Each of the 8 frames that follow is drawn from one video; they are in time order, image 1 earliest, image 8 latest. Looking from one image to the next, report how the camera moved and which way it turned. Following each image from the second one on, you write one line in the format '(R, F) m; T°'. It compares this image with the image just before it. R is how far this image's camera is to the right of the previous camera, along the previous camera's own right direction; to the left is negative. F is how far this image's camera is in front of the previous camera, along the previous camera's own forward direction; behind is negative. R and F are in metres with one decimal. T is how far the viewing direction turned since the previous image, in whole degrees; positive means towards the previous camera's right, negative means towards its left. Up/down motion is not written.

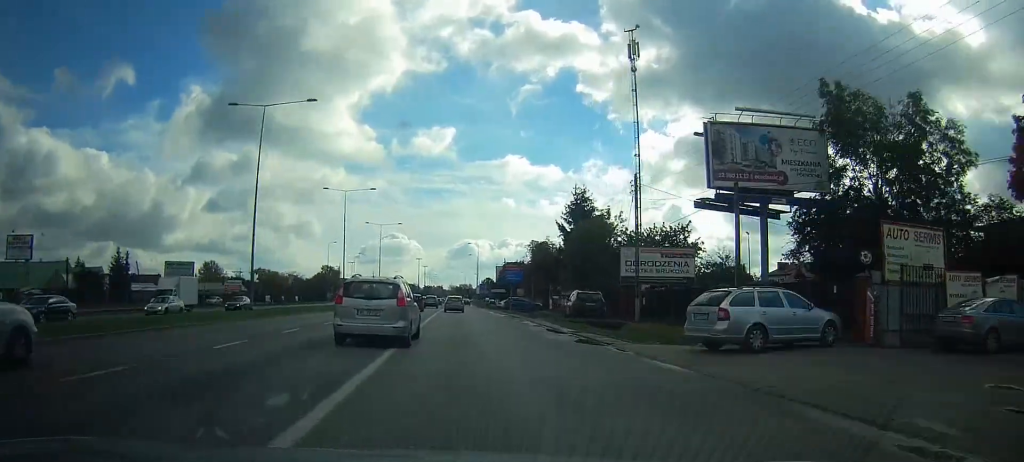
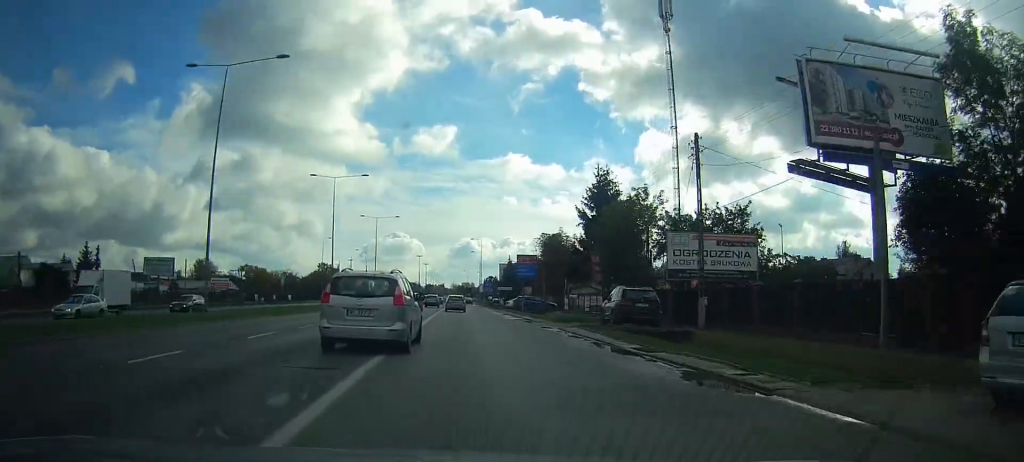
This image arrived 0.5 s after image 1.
(0.0, +9.7) m; 0°
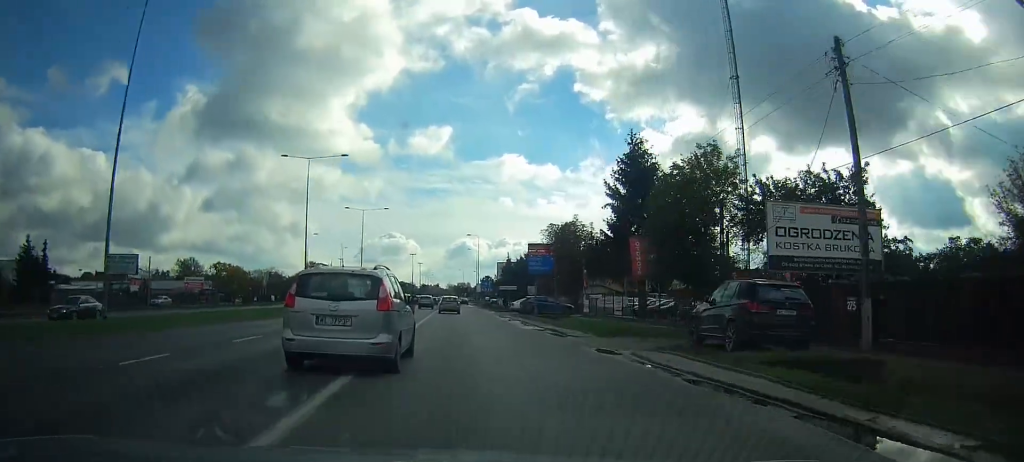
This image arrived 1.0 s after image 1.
(0.0, +12.2) m; 0°
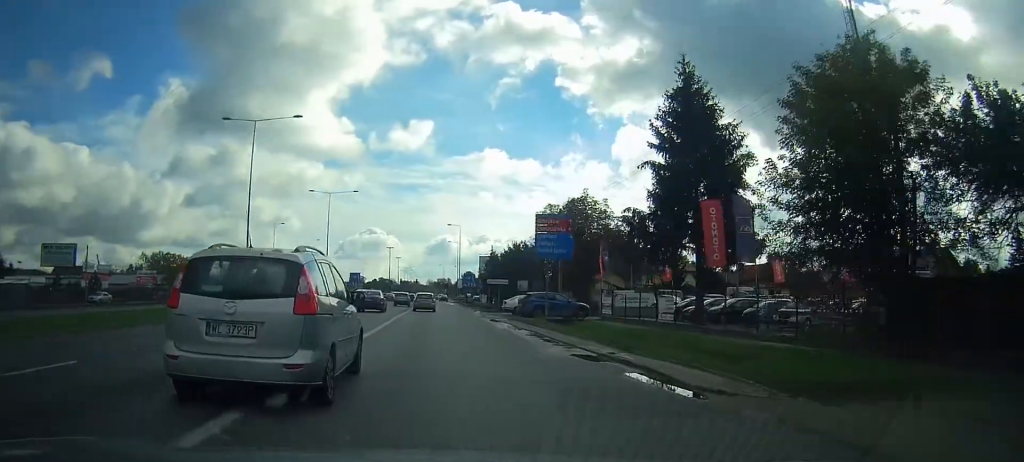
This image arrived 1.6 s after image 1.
(+0.2, +13.7) m; 0°
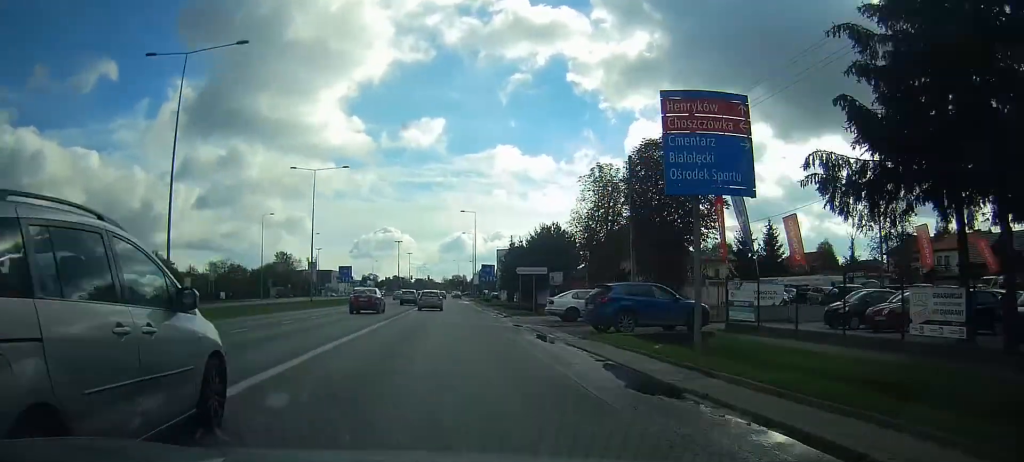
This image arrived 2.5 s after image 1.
(-0.1, +17.2) m; -1°
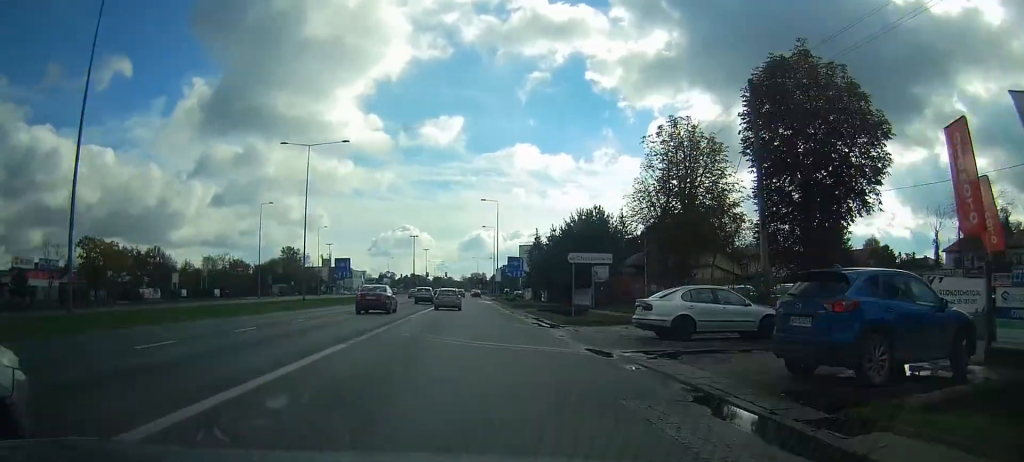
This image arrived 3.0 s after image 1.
(-0.1, +12.0) m; -1°
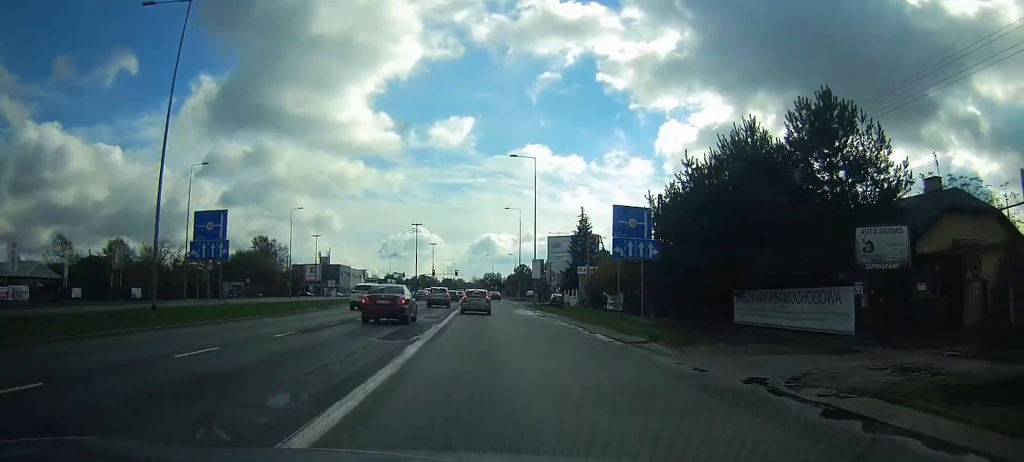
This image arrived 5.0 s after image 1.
(-0.6, +36.6) m; 0°
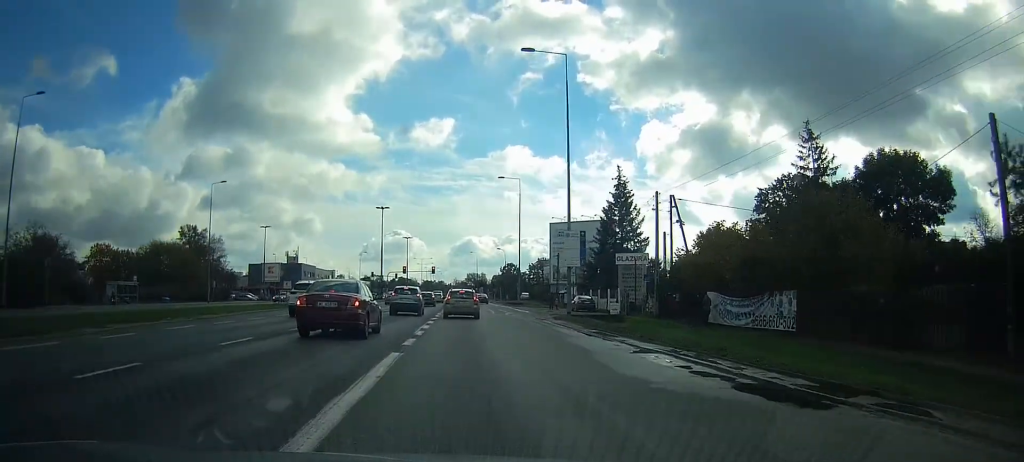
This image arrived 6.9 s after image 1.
(+0.6, +31.4) m; +1°
